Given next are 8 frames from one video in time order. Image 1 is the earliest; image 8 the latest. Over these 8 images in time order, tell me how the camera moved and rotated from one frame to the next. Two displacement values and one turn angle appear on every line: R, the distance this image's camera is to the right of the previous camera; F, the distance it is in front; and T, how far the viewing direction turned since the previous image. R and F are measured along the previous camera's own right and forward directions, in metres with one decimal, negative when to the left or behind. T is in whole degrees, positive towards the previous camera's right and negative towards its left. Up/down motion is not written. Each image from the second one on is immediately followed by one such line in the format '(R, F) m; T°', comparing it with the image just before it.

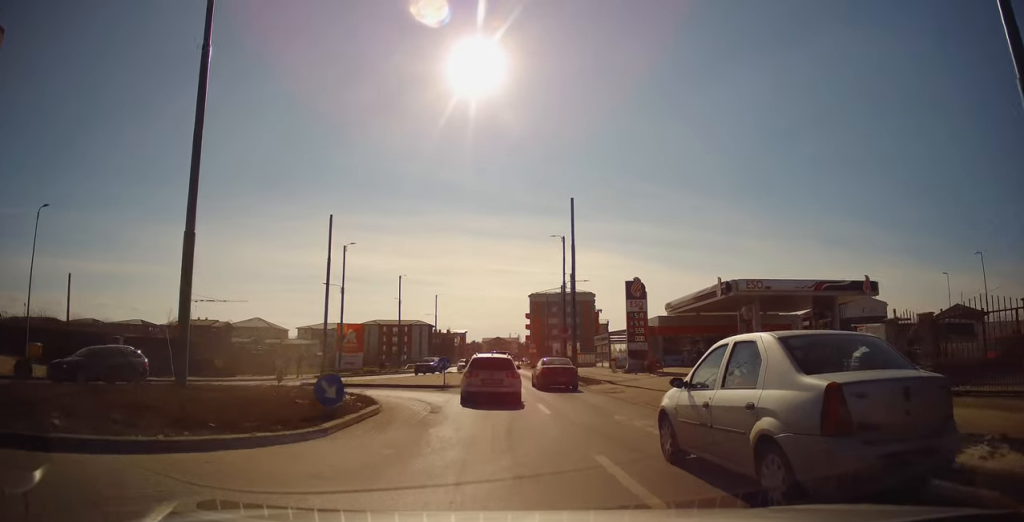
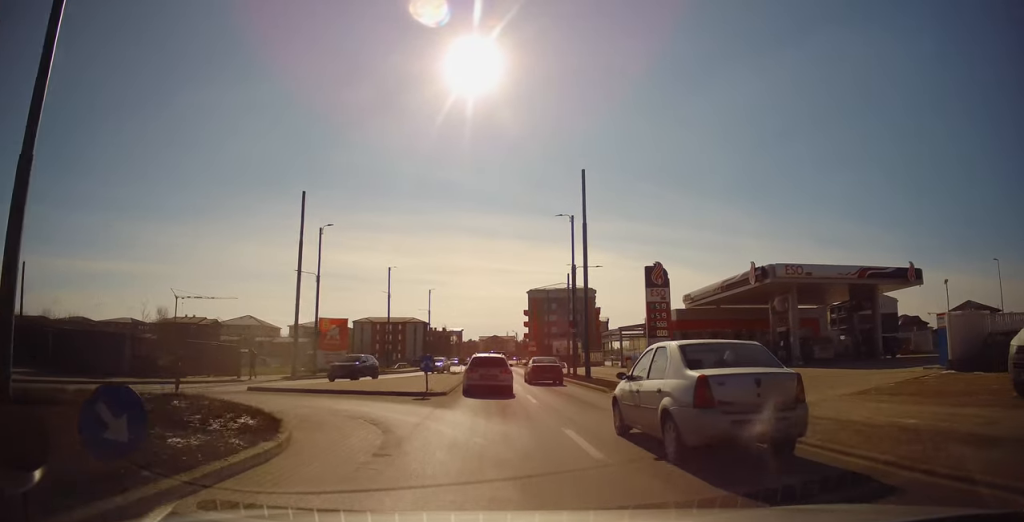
(-0.4, +5.6) m; 0°
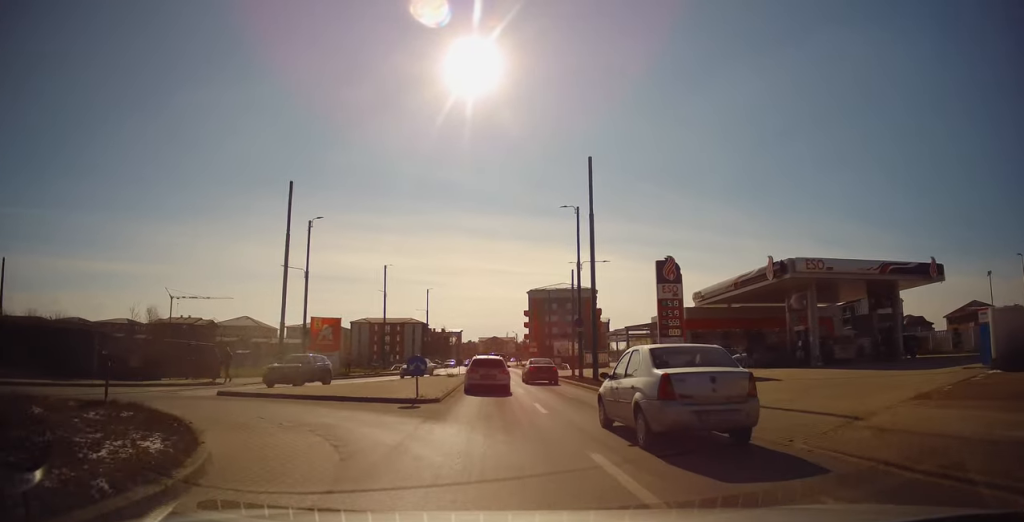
(+0.2, +2.7) m; +2°
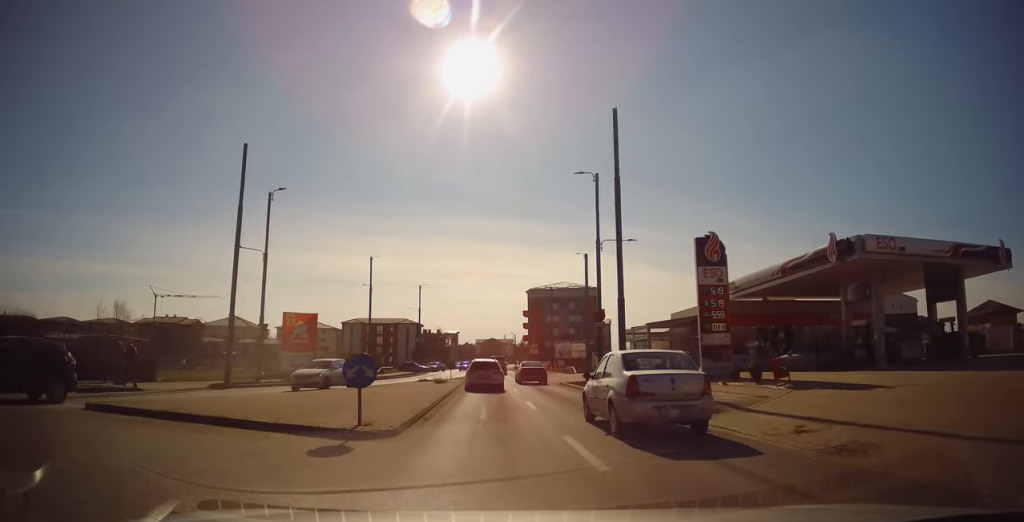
(+0.3, +6.7) m; +2°
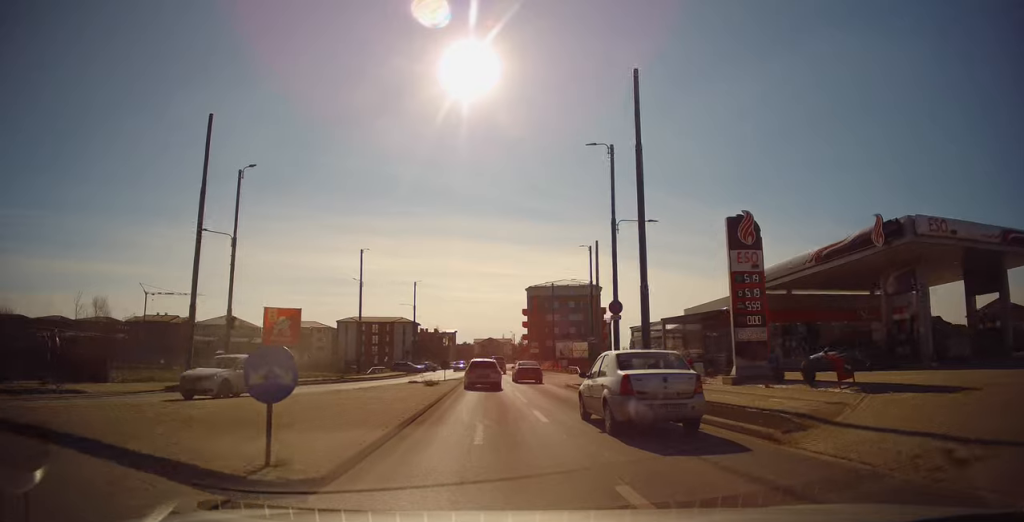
(0.0, +3.4) m; 0°
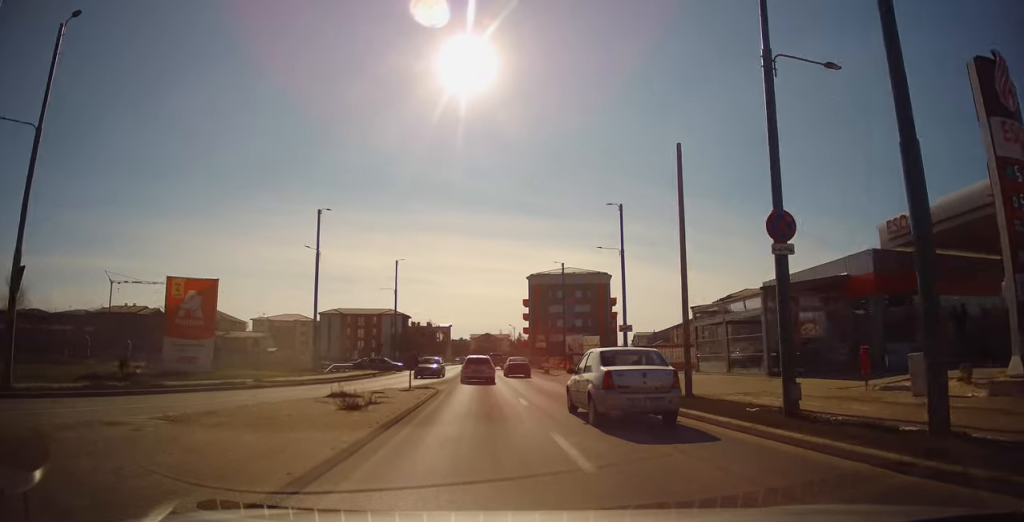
(0.0, +13.0) m; -1°
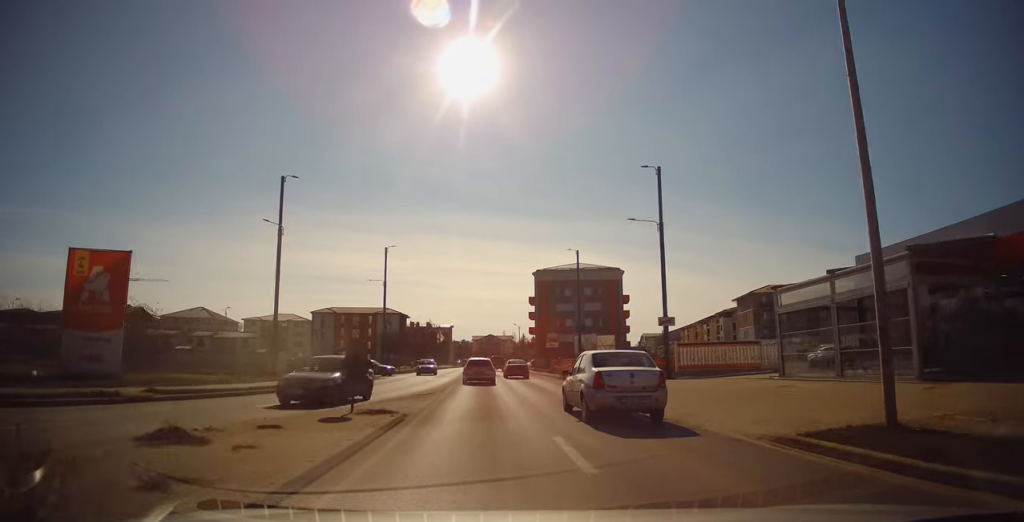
(-0.1, +8.7) m; -1°
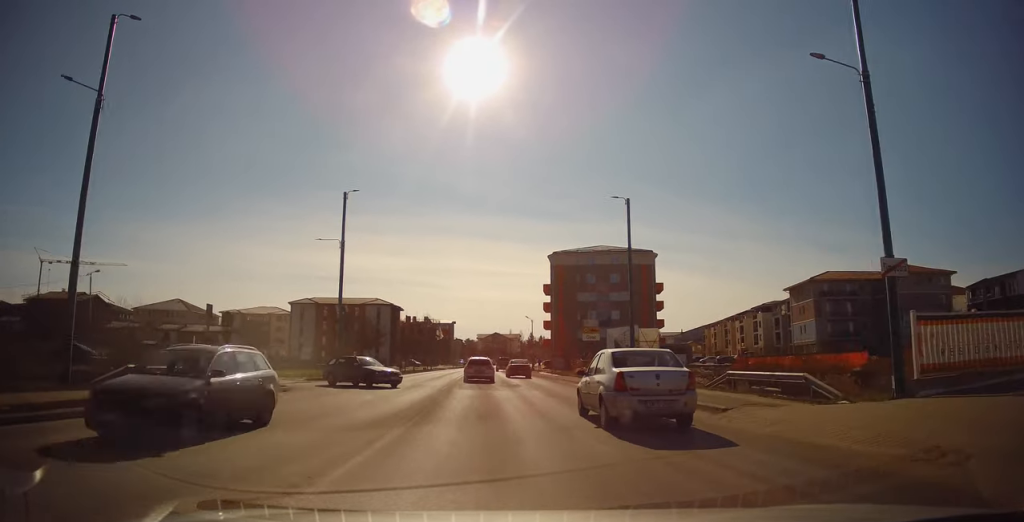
(+0.1, +18.1) m; 0°
